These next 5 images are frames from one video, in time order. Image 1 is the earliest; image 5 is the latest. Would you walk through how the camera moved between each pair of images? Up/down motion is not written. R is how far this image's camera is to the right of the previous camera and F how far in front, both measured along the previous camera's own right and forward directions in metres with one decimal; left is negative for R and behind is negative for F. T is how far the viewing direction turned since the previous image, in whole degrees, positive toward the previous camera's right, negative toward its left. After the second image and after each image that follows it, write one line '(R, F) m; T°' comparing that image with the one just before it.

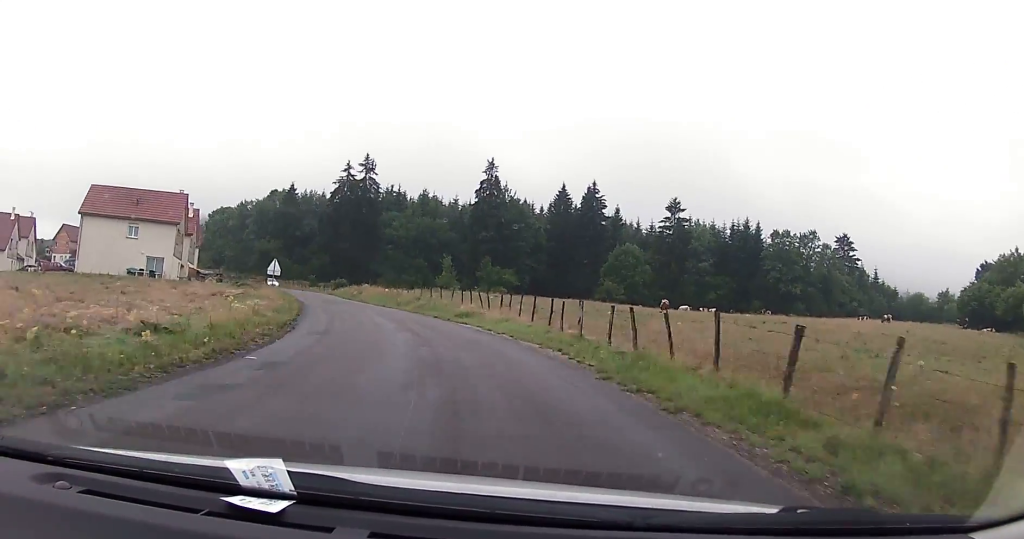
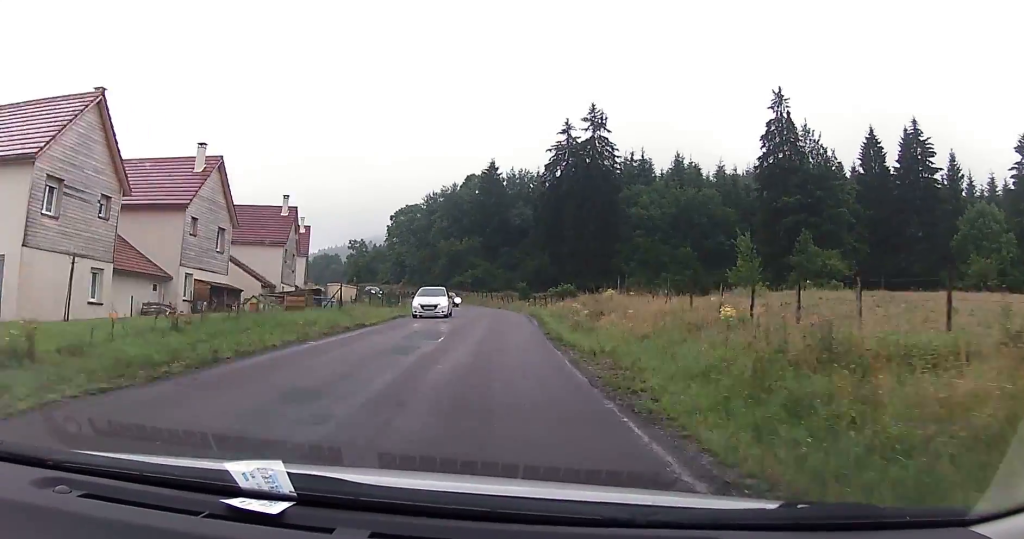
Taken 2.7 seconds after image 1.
(-9.1, +43.5) m; -22°
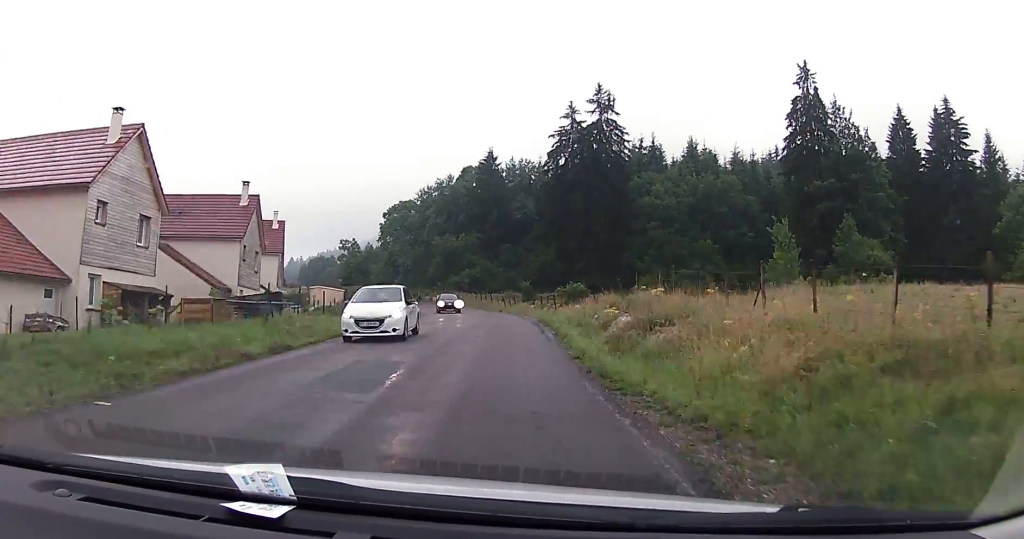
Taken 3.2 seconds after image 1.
(-0.5, +8.6) m; -1°
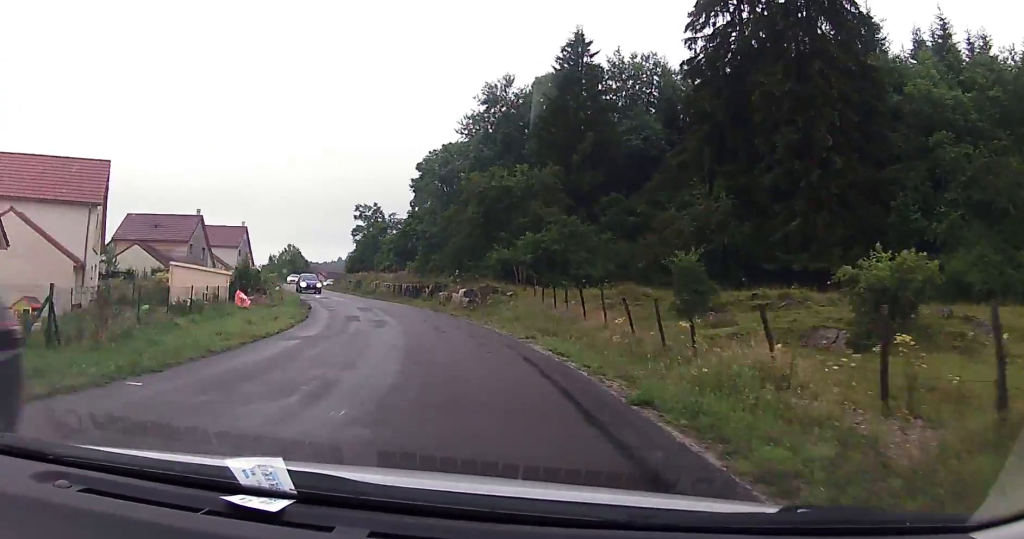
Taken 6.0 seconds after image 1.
(-1.7, +48.3) m; -8°
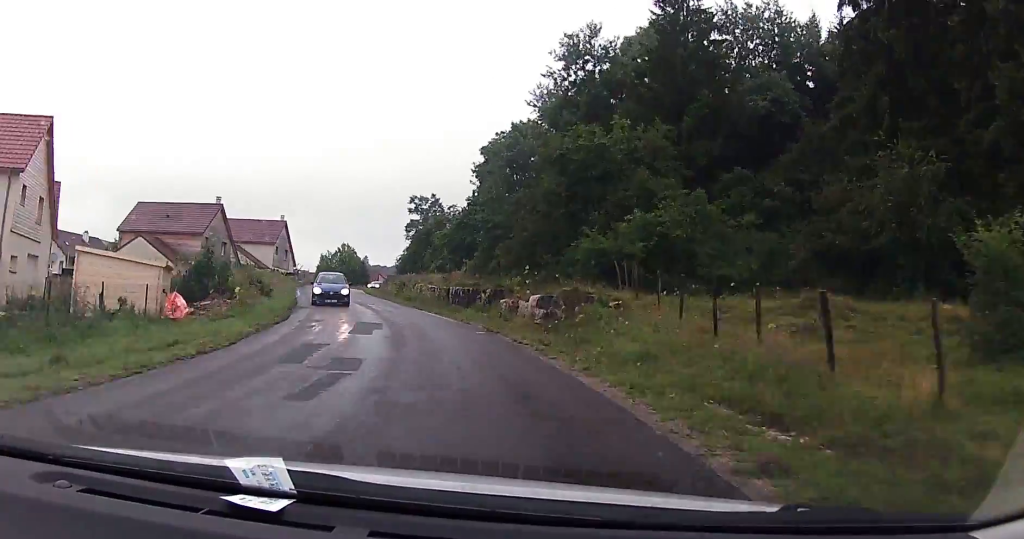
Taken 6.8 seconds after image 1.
(-0.4, +13.3) m; -6°
